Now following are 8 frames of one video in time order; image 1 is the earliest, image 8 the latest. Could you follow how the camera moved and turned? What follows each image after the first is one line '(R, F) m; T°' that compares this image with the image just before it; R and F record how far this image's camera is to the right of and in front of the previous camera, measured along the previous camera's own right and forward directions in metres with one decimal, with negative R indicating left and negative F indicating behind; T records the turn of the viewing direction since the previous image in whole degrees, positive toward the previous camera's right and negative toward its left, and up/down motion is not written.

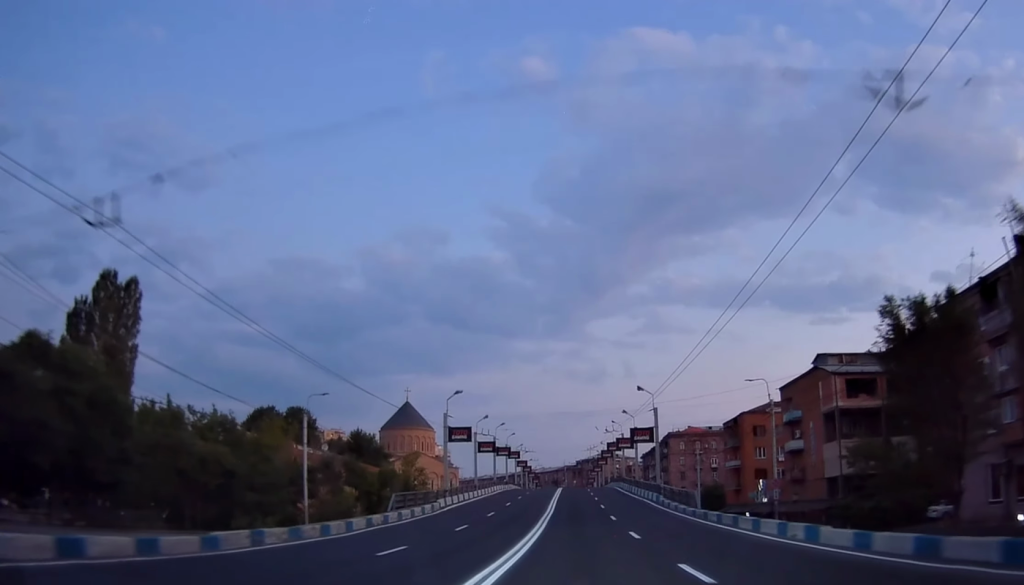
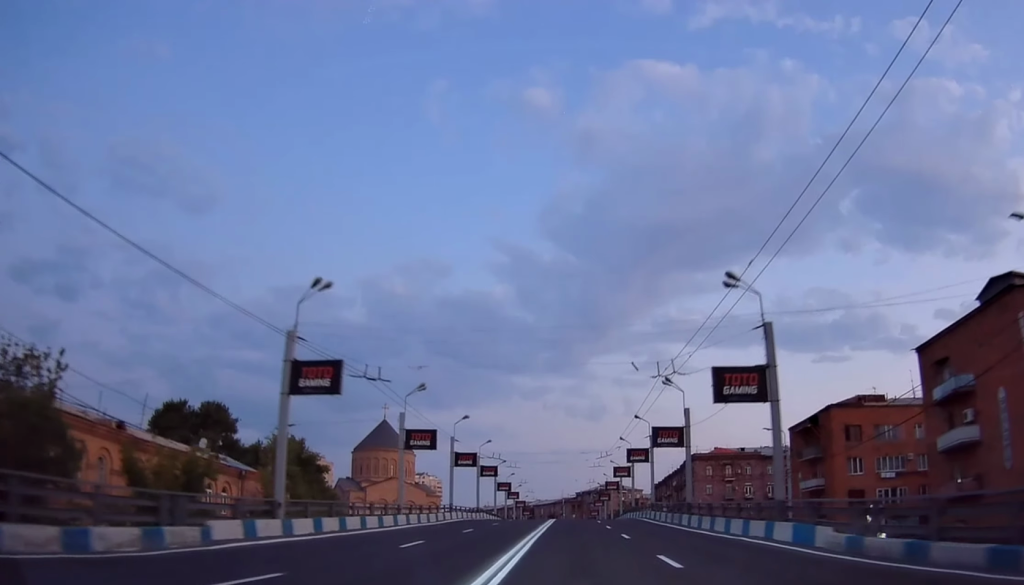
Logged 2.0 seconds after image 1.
(+0.5, +33.3) m; +1°
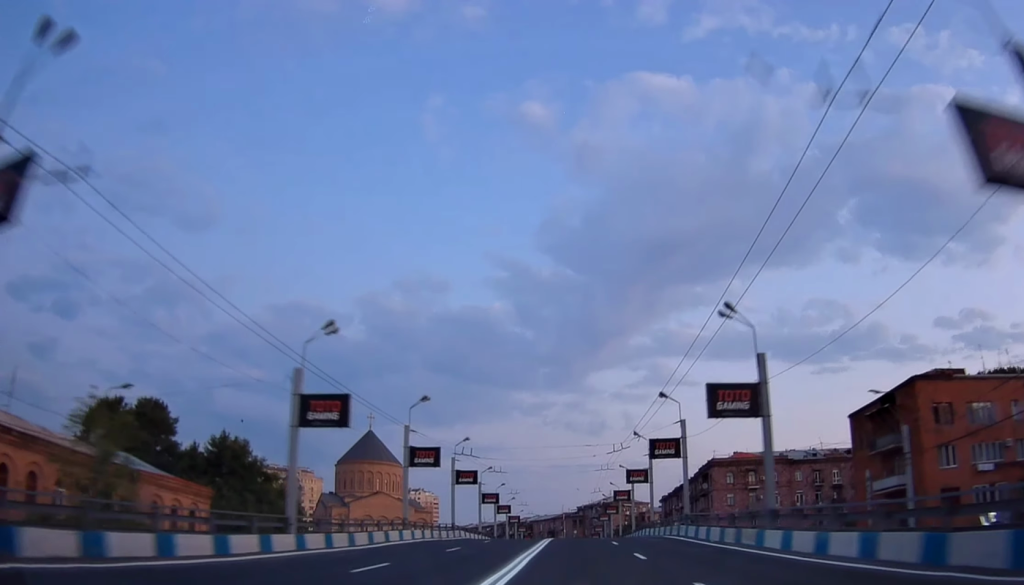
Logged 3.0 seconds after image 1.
(-0.1, +17.8) m; 0°
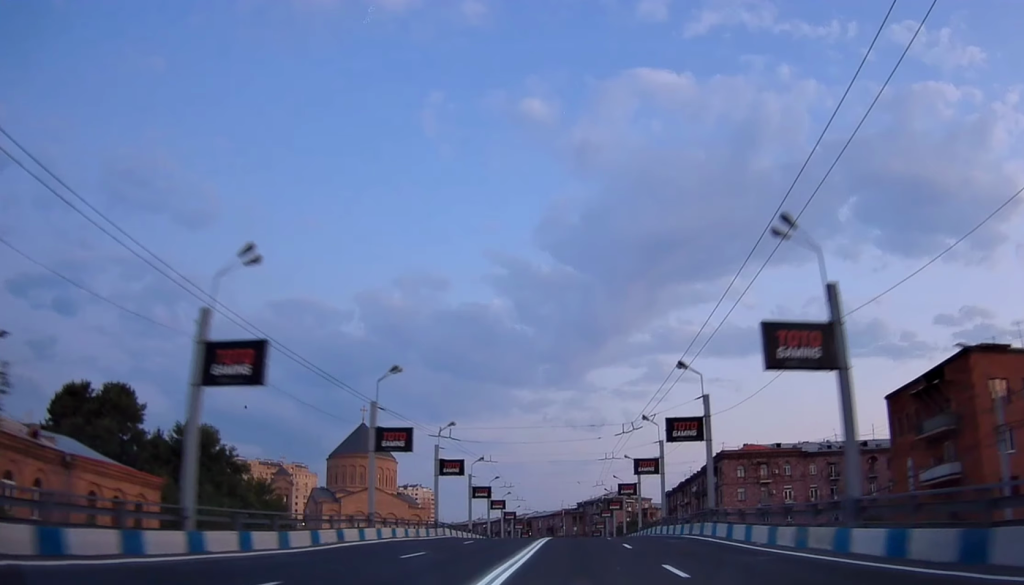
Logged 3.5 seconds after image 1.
(-0.1, +7.6) m; 0°
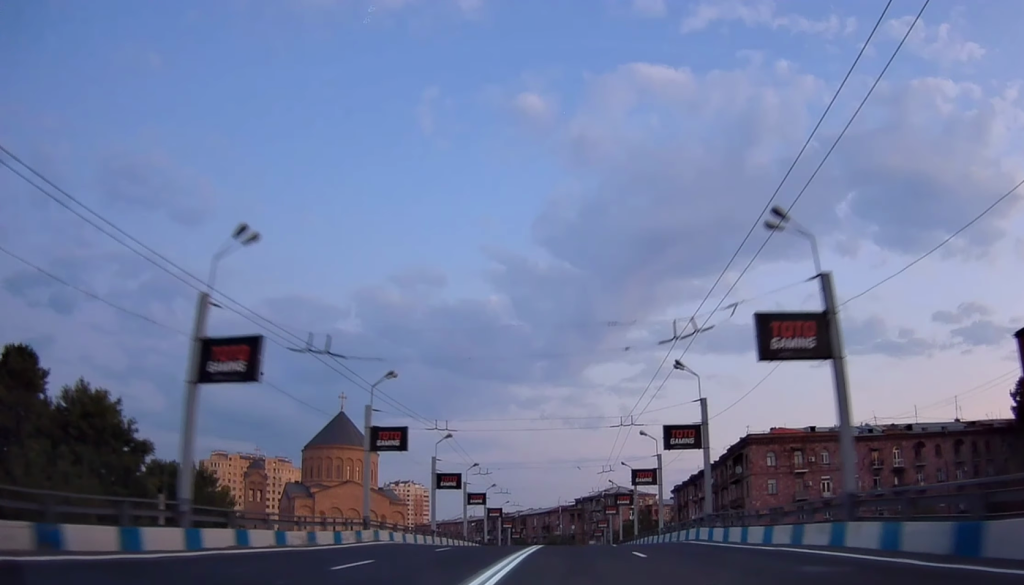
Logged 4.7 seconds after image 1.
(+0.2, +18.2) m; +2°
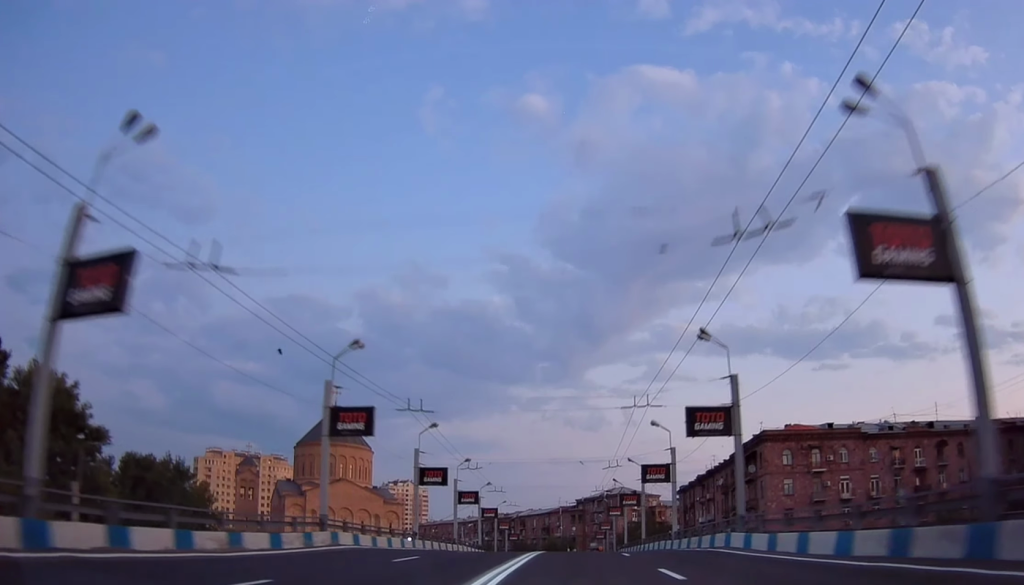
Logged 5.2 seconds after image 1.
(+0.1, +6.5) m; 0°
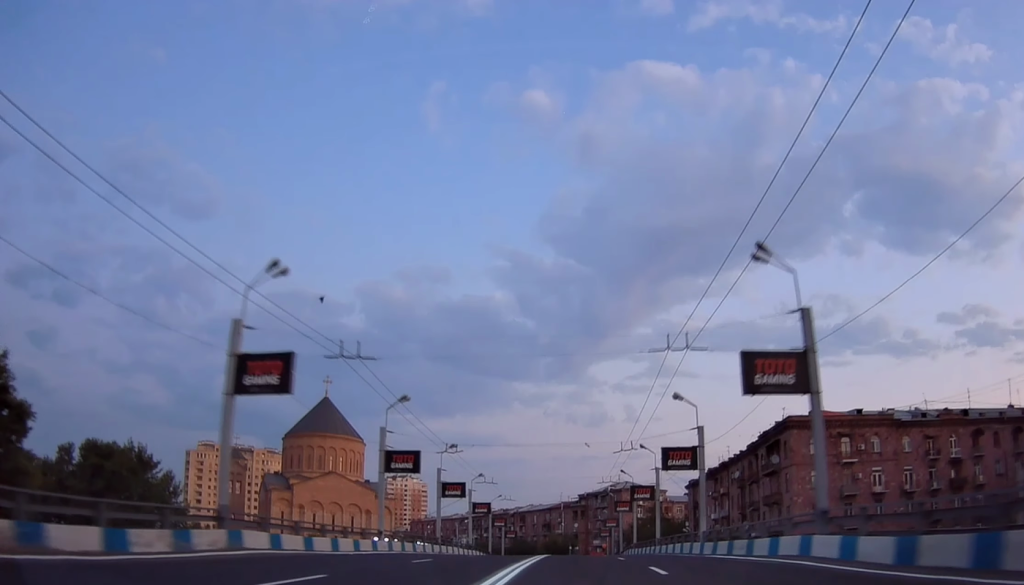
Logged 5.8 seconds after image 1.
(+0.1, +9.6) m; 0°
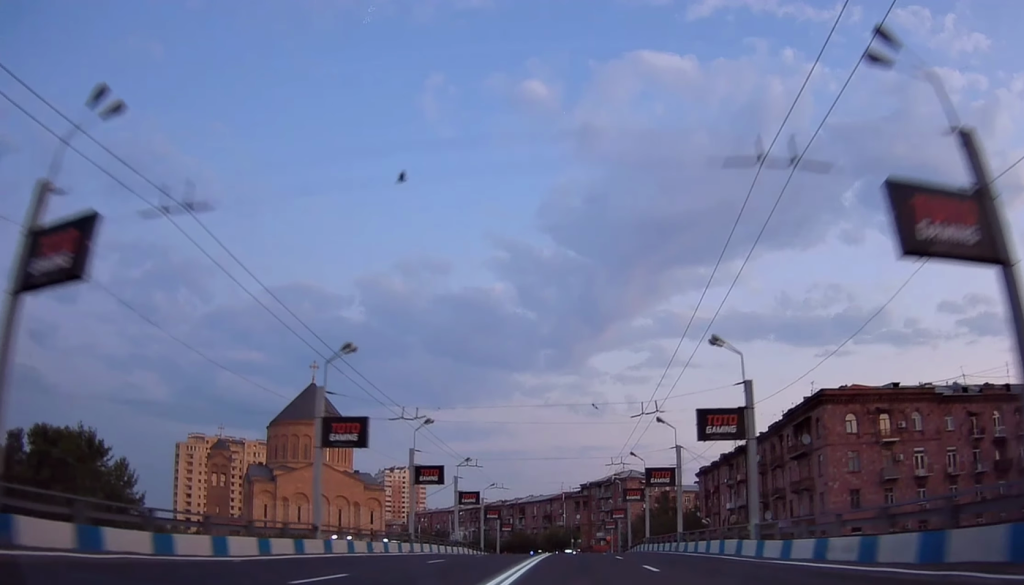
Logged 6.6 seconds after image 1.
(0.0, +10.4) m; -1°
